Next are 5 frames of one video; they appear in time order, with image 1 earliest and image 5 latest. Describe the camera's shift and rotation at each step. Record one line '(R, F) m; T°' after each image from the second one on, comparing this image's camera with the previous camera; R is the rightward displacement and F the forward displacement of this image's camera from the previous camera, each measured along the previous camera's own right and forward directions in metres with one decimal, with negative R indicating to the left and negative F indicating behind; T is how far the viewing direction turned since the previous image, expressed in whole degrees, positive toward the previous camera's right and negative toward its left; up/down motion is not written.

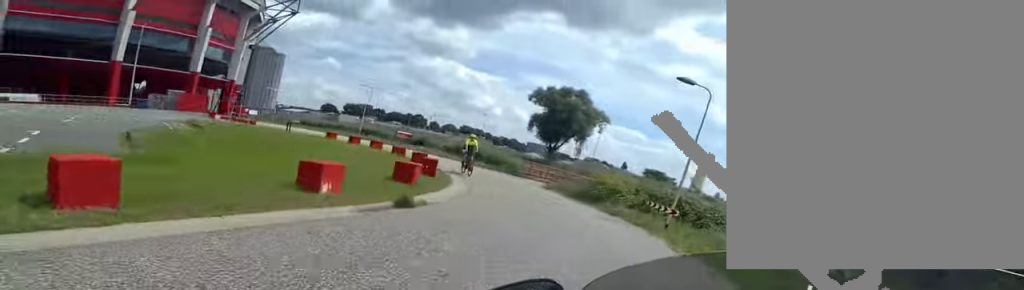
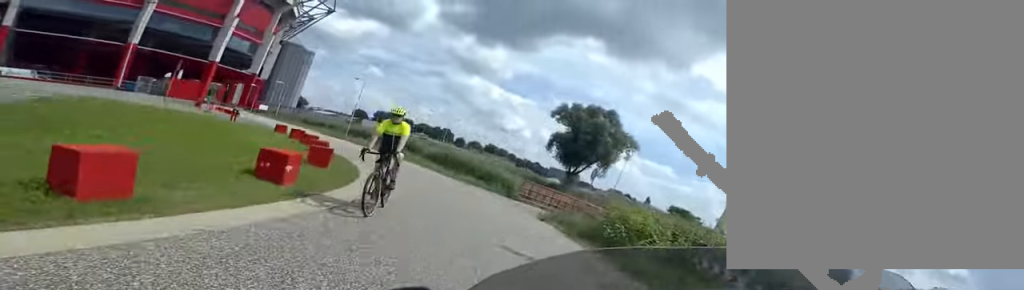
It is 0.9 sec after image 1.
(-0.9, +5.6) m; -18°
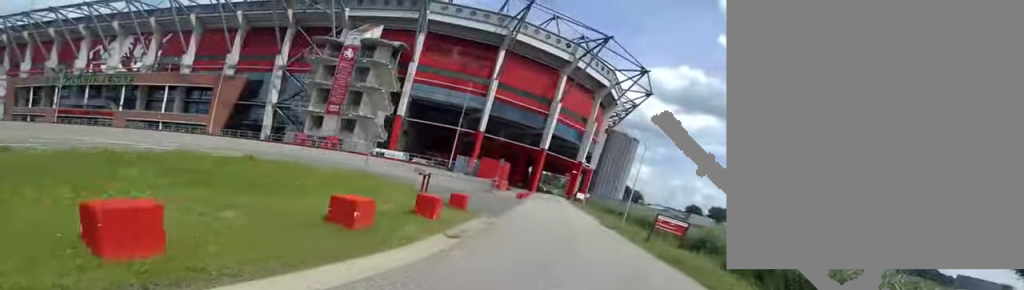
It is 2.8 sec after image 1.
(-3.5, +11.5) m; -27°
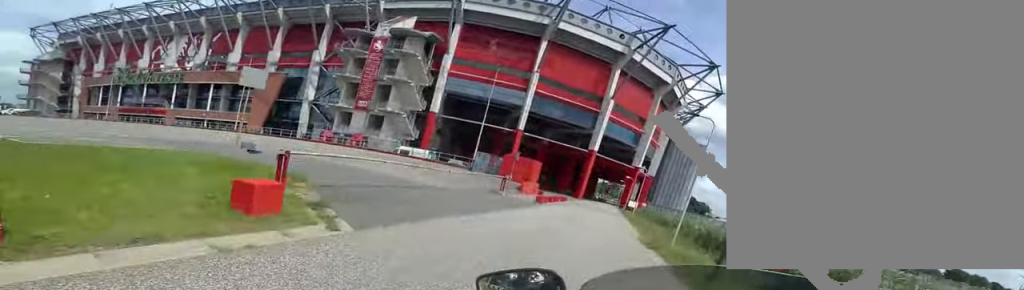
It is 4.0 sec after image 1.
(-0.5, +7.4) m; -13°
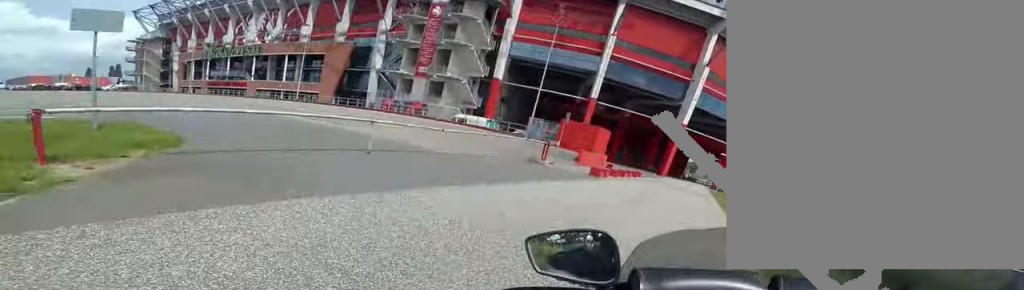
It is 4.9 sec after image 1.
(-0.5, +4.9) m; -10°
